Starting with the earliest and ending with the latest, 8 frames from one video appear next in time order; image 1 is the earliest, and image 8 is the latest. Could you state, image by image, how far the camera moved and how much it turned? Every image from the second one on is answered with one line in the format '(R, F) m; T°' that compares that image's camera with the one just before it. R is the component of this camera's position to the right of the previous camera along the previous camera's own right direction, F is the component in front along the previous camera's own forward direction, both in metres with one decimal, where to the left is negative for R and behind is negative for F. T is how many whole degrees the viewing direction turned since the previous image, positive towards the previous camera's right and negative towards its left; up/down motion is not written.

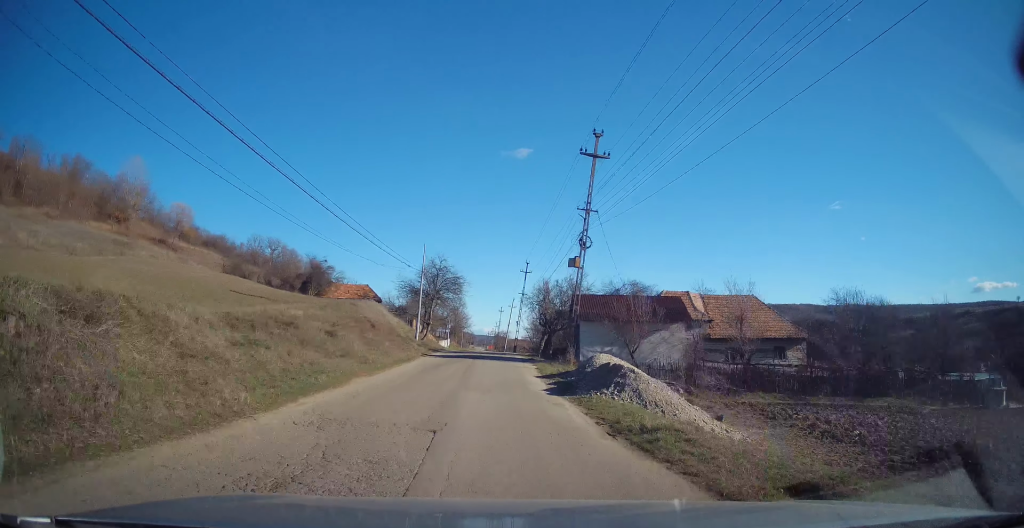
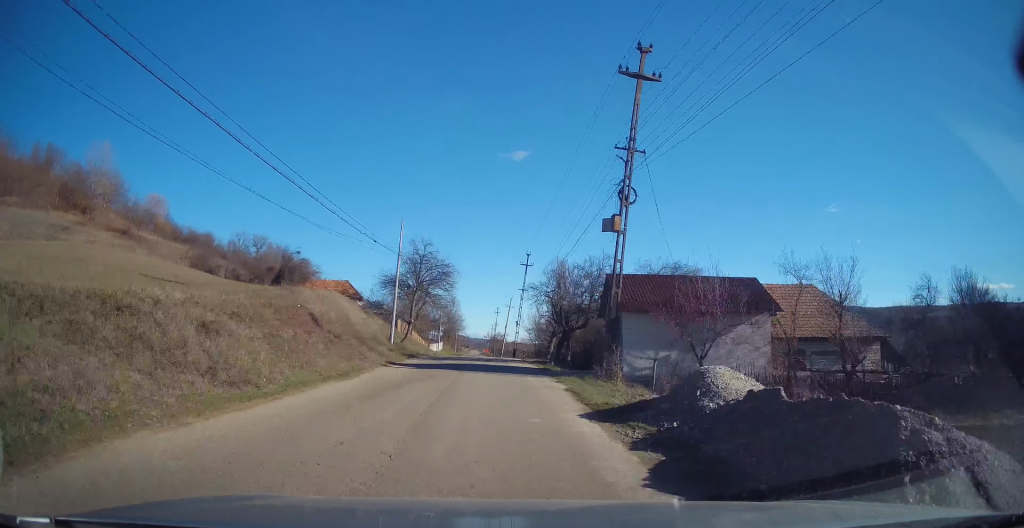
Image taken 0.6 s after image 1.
(-0.1, +9.4) m; +1°
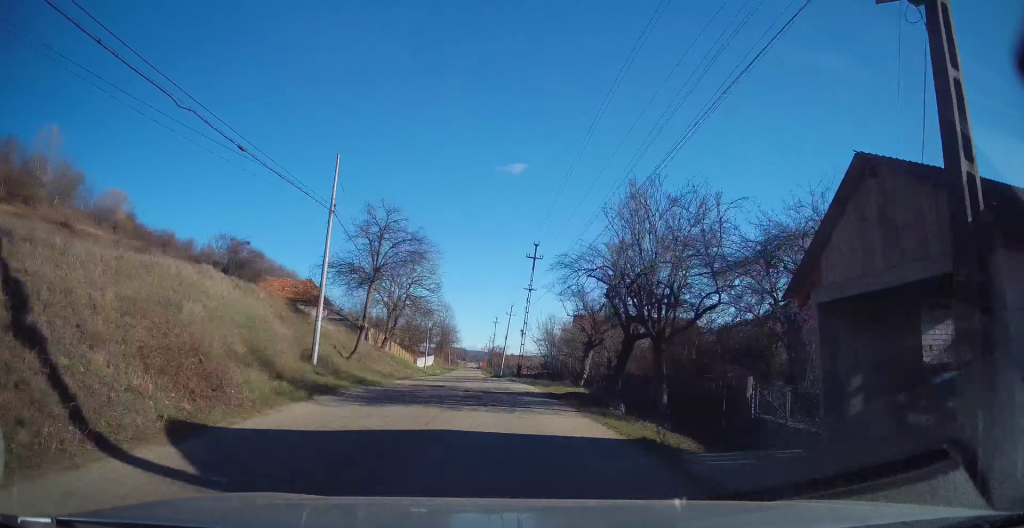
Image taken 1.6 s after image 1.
(+0.5, +14.6) m; 0°
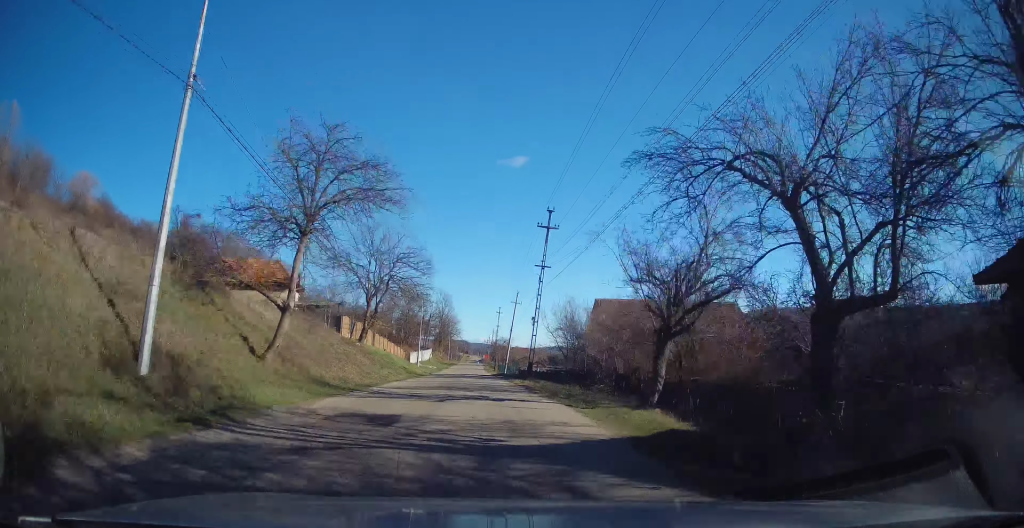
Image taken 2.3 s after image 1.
(-0.4, +10.3) m; 0°
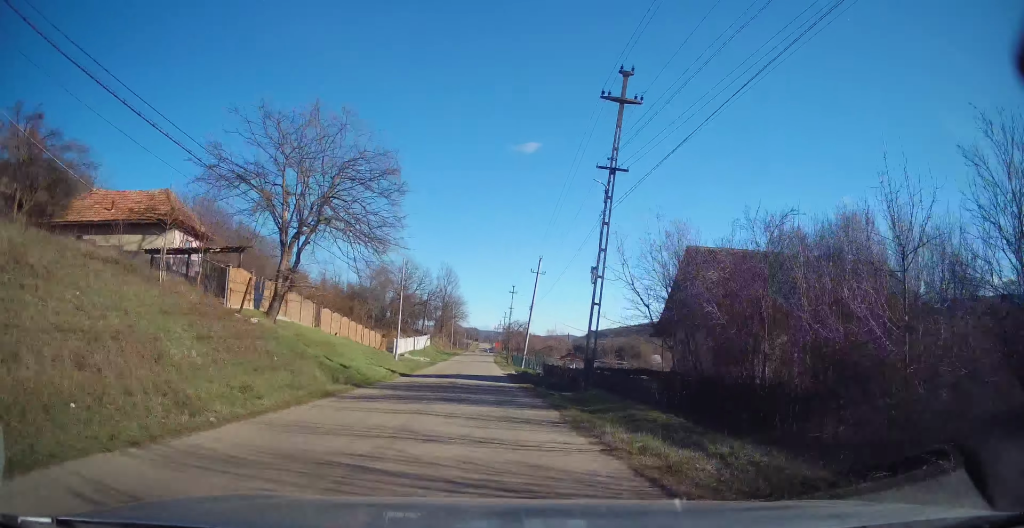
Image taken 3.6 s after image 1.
(+0.3, +20.0) m; 0°
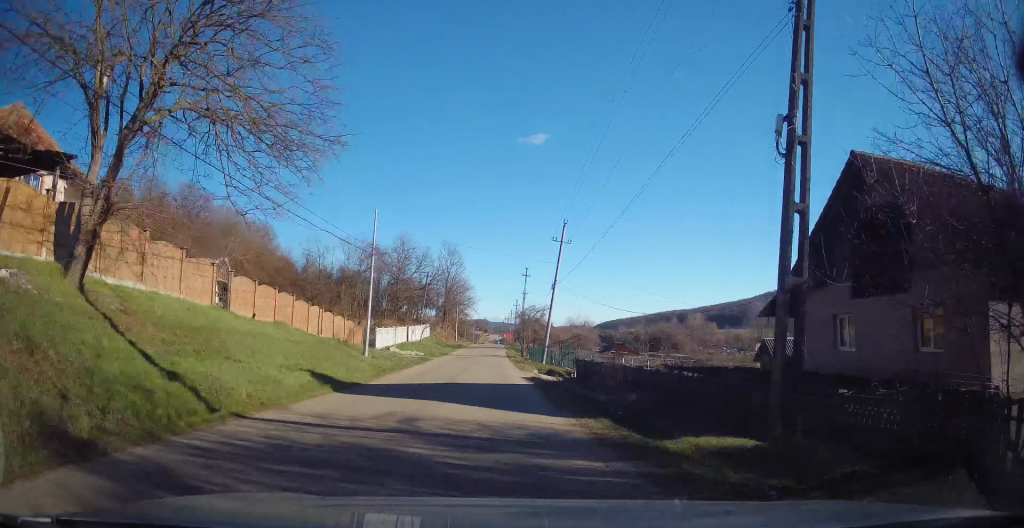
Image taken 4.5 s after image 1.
(-0.4, +12.8) m; -2°
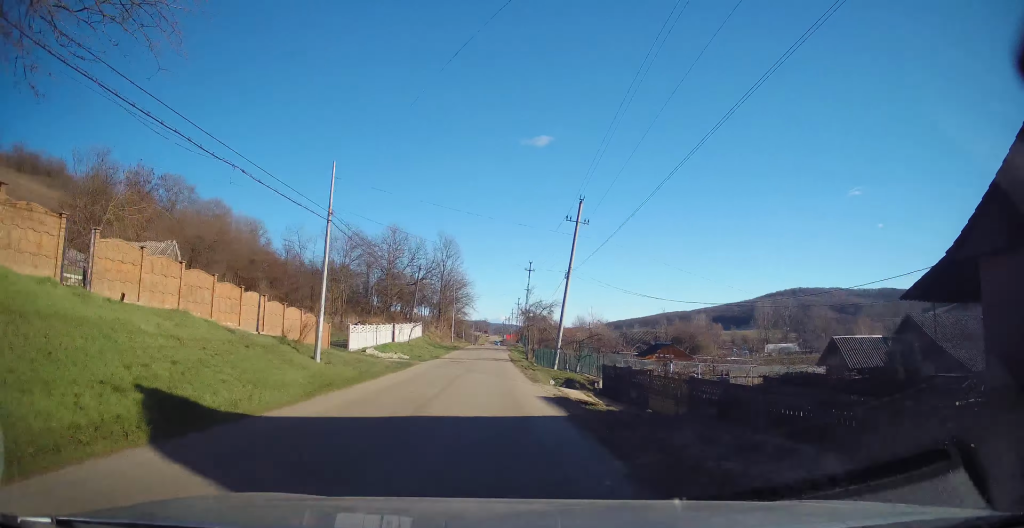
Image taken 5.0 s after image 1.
(0.0, +8.0) m; -1°
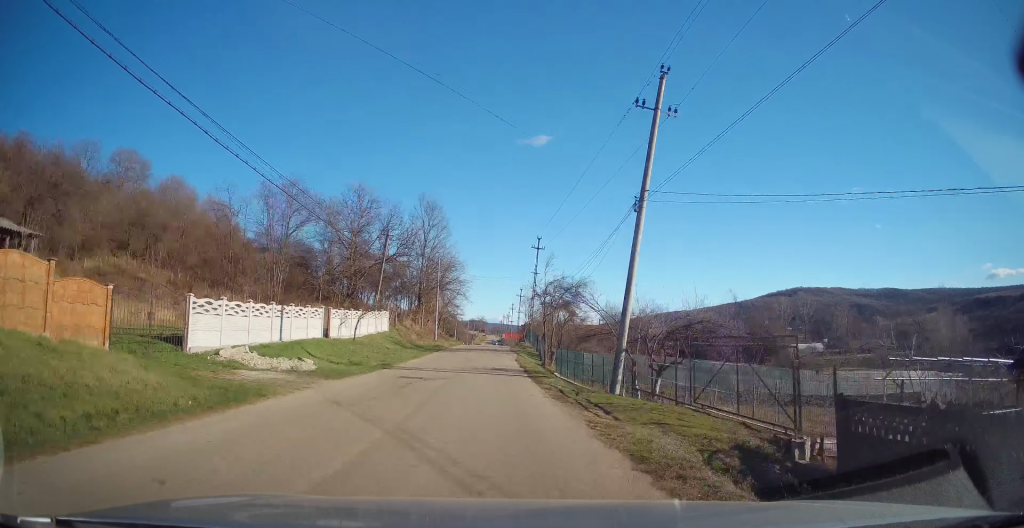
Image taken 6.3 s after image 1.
(-0.5, +18.4) m; -1°
